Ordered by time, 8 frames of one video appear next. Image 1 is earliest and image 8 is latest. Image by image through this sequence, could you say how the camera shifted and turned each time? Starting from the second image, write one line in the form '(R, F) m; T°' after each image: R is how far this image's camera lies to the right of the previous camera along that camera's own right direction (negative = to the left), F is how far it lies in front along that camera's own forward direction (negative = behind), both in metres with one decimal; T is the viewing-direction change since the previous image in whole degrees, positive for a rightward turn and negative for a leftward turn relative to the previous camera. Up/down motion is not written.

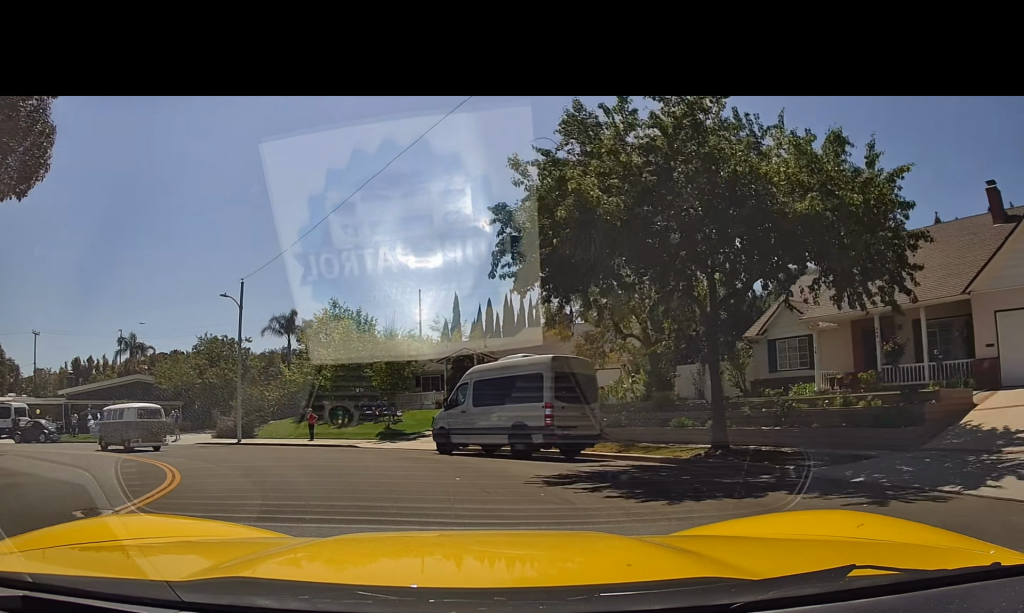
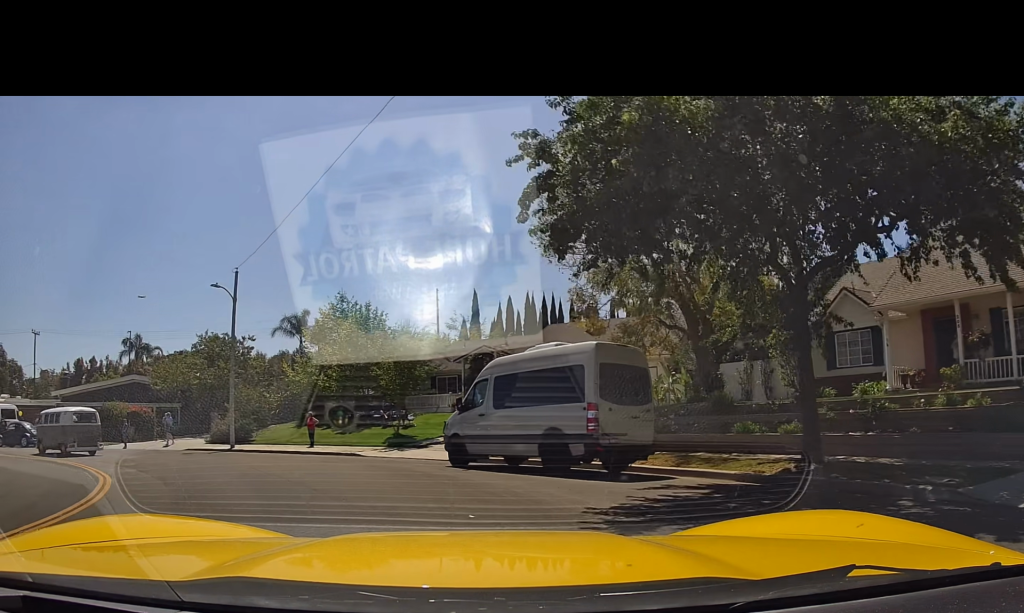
(-0.7, +3.6) m; 0°
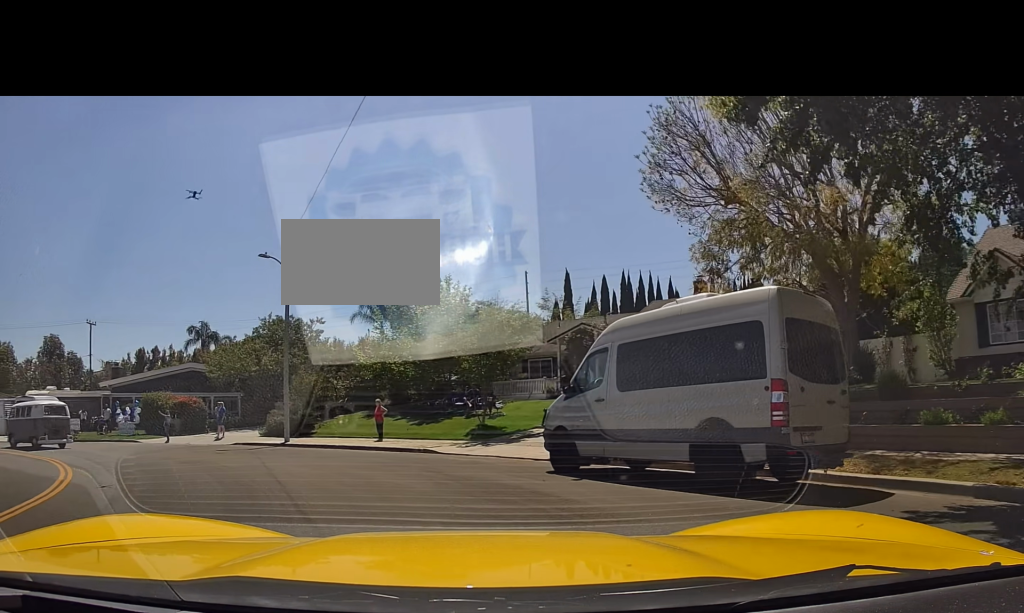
(+0.8, +4.8) m; 0°
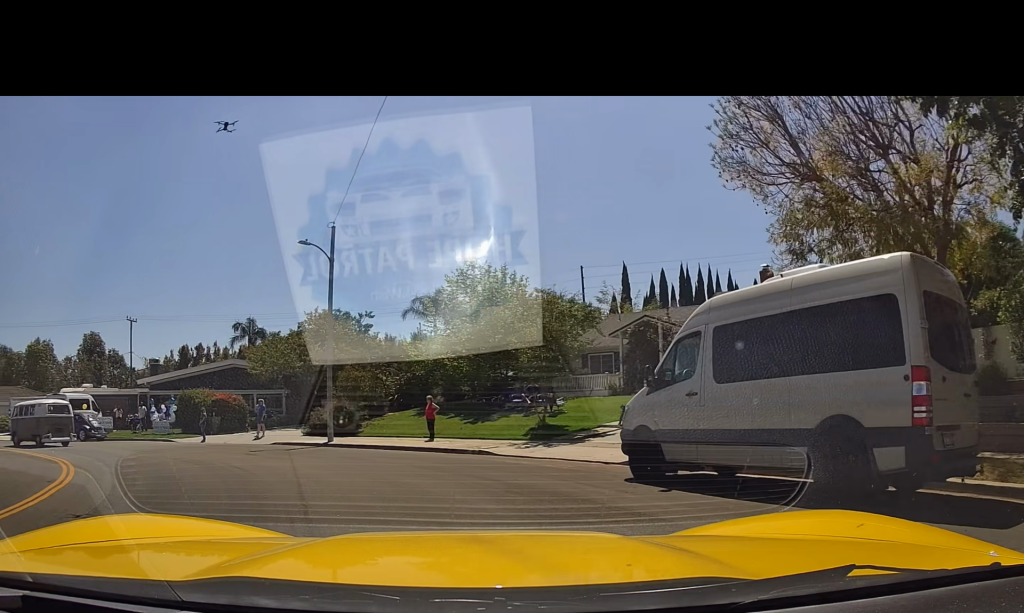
(-0.4, +1.9) m; -5°
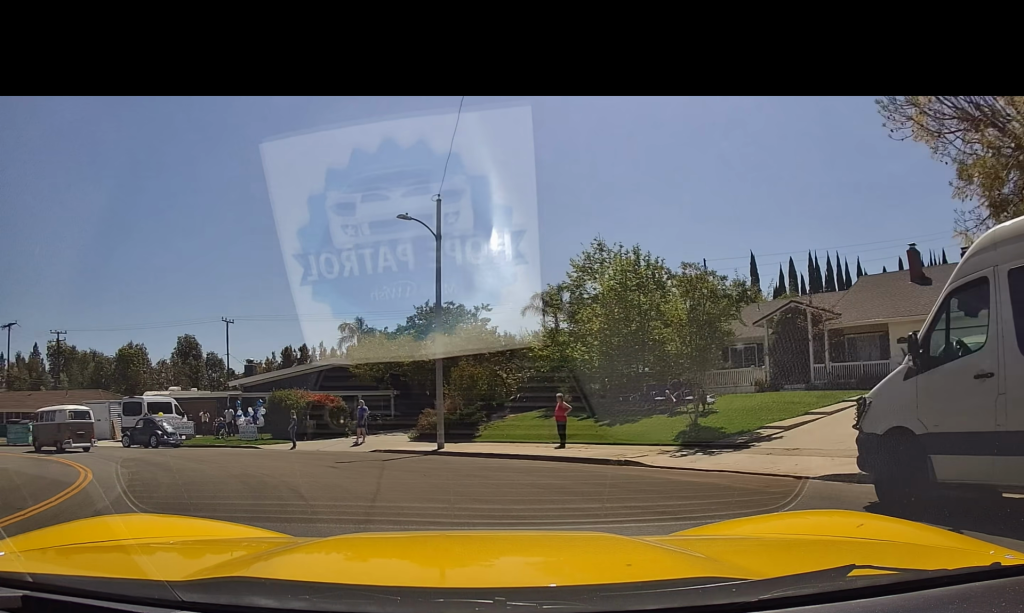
(-0.4, +3.9) m; -9°
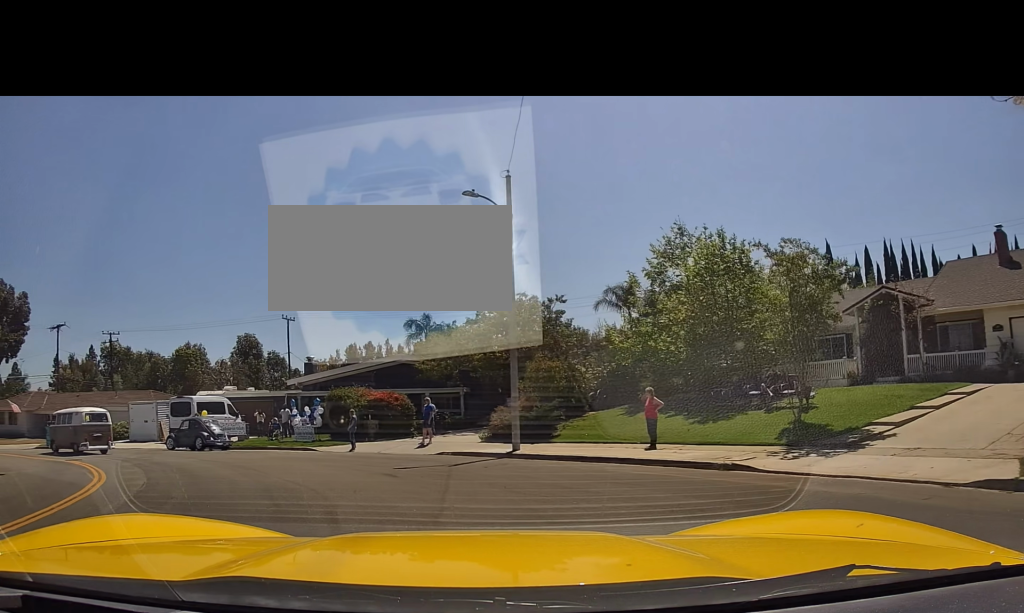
(+0.2, +2.2) m; -4°
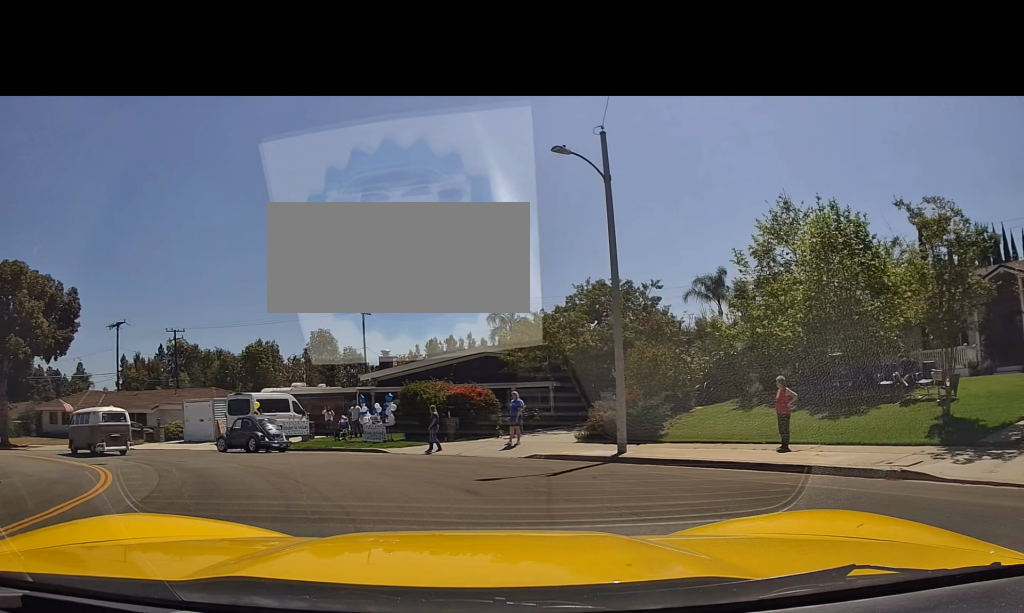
(-0.4, +2.5) m; -3°
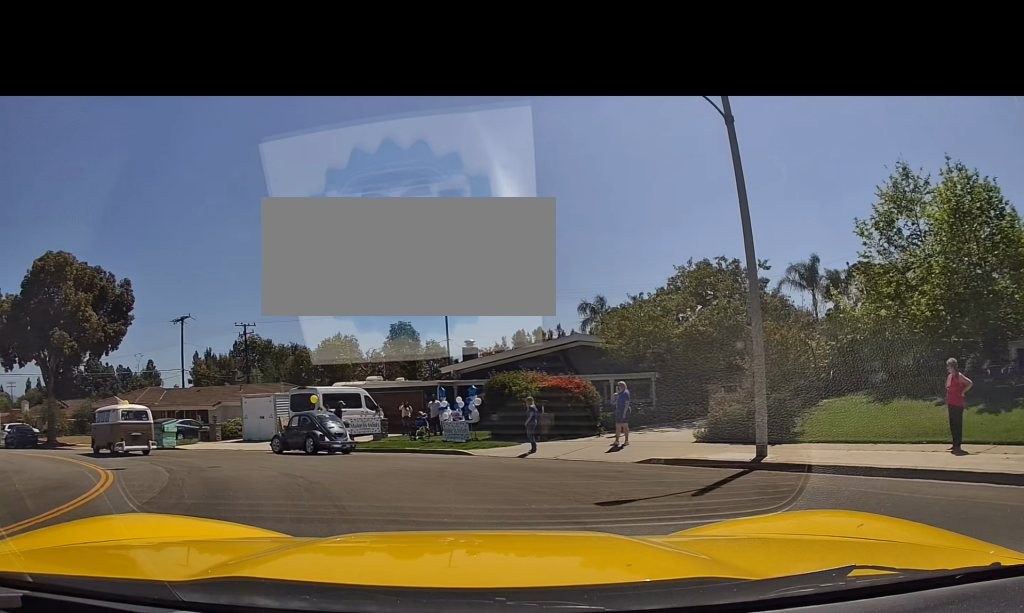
(0.0, +2.9) m; -7°
